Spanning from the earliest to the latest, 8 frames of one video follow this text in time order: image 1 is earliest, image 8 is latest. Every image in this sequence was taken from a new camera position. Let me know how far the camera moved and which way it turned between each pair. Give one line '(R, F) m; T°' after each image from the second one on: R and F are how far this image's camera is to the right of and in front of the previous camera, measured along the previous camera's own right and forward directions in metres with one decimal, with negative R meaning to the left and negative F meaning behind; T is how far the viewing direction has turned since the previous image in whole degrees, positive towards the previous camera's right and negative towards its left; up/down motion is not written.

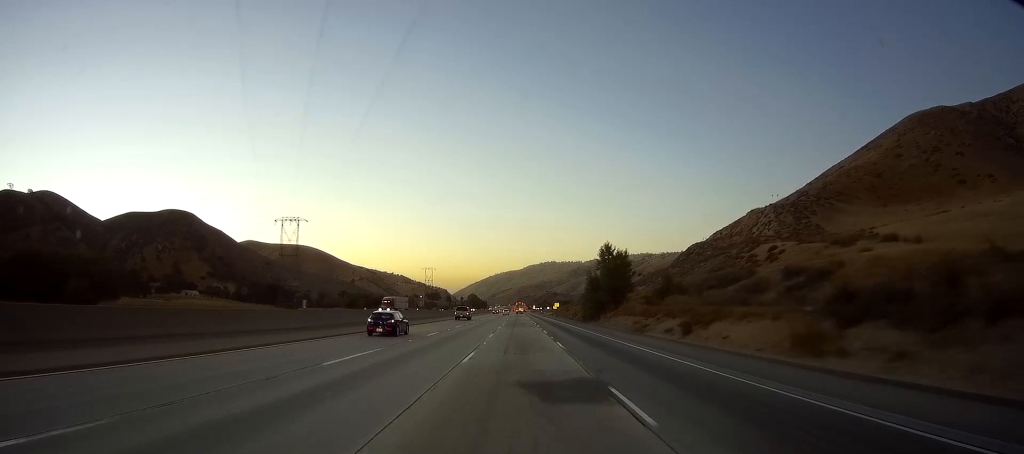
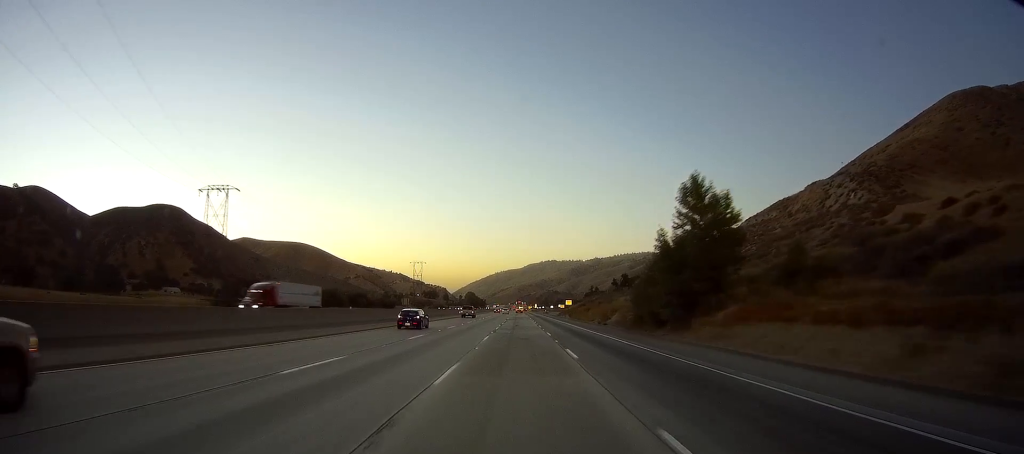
(0.0, +34.3) m; -1°
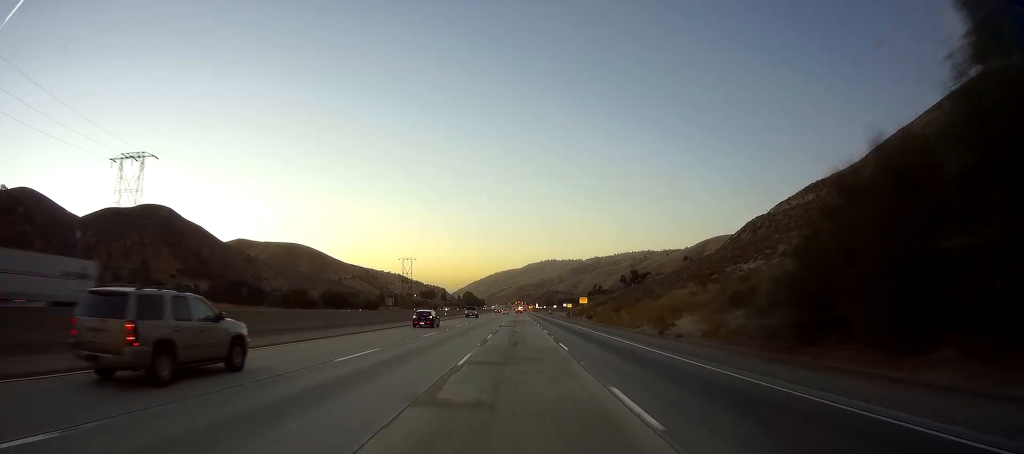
(-0.2, +25.6) m; 0°
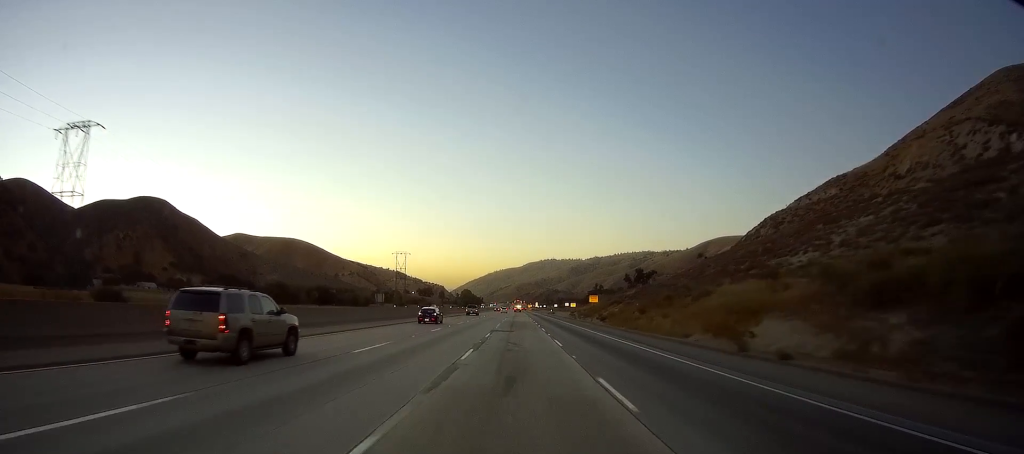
(-0.3, +12.8) m; 0°
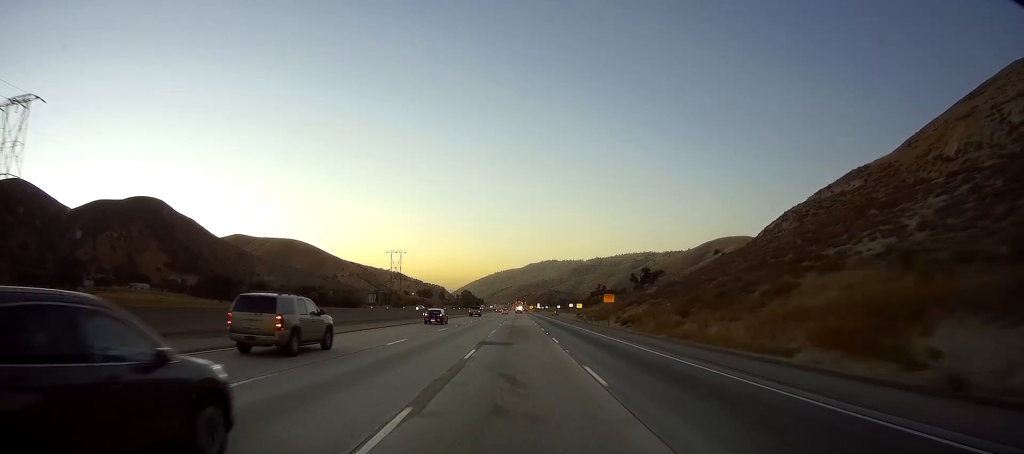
(+0.1, +11.8) m; 0°
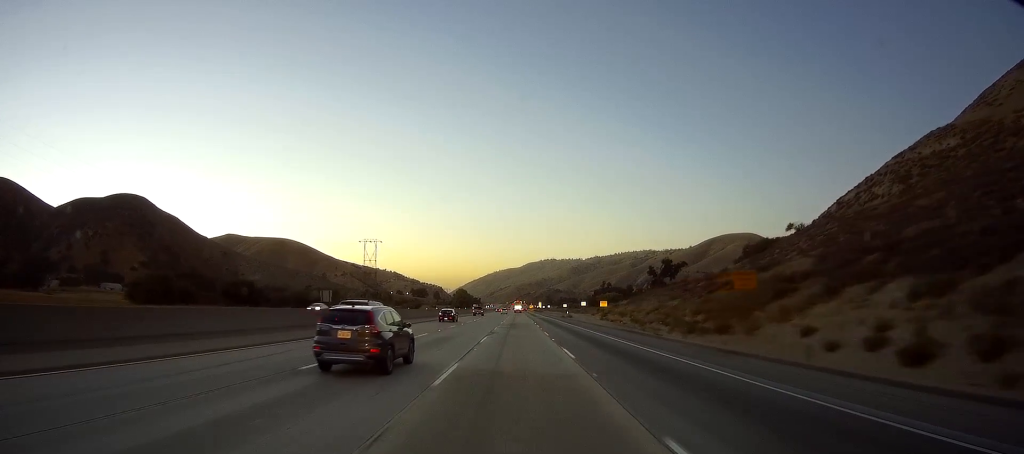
(+0.5, +38.3) m; +1°
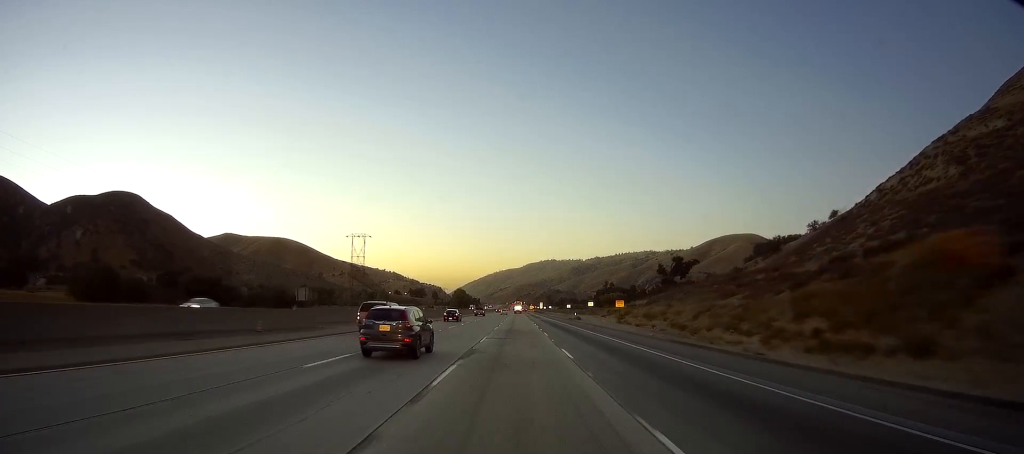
(0.0, +14.7) m; 0°
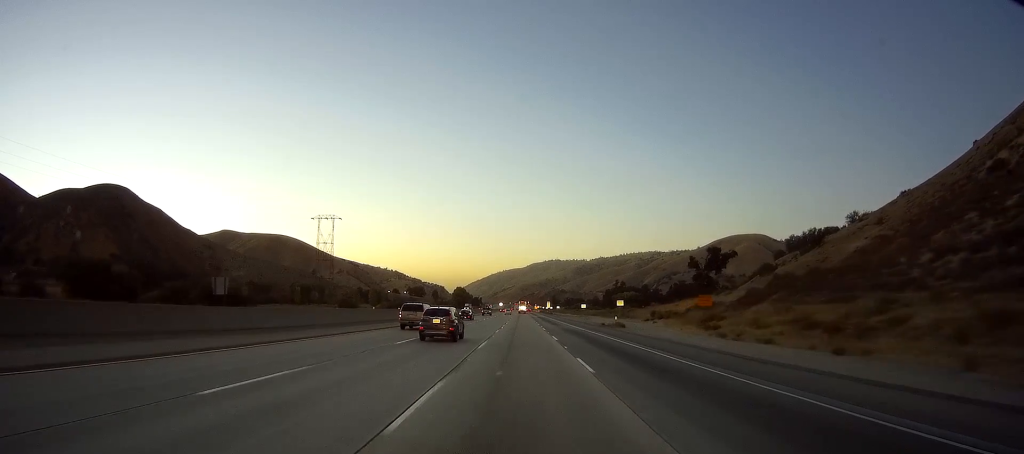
(-0.1, +34.4) m; -1°
